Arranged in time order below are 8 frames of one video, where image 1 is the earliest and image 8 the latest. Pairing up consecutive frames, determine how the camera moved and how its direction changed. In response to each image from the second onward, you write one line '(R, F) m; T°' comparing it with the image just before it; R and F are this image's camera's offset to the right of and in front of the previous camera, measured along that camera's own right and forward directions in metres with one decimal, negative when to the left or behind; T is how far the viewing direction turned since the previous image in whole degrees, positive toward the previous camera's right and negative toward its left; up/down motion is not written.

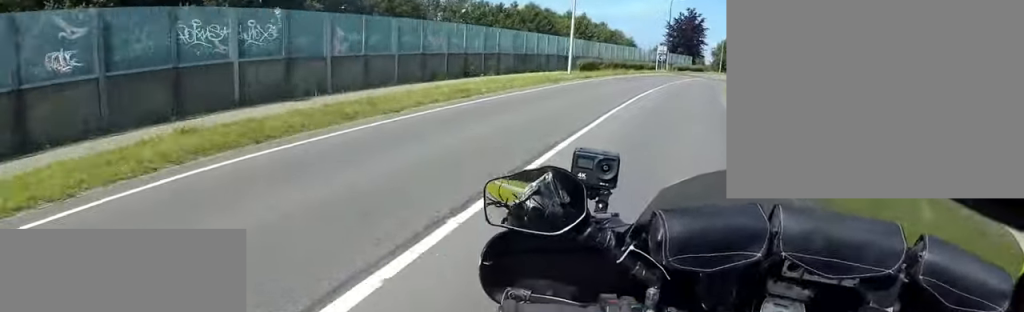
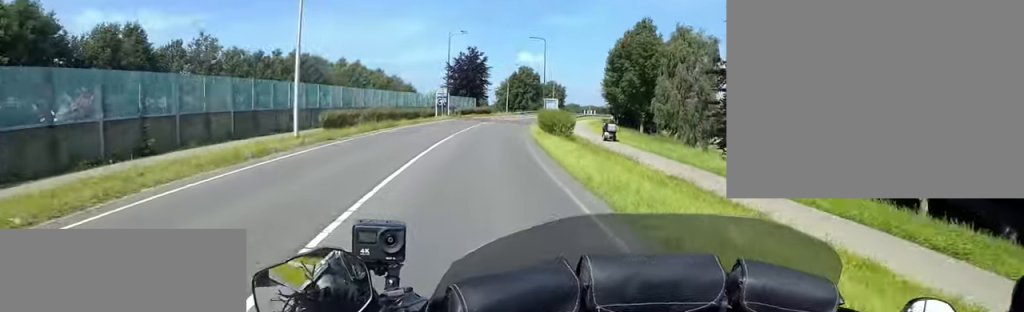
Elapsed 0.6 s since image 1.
(+0.2, +8.9) m; +1°
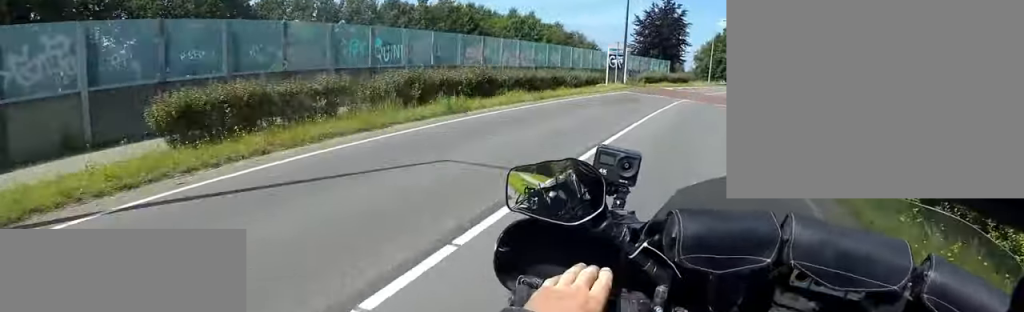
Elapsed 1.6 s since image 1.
(+0.1, +16.7) m; +7°
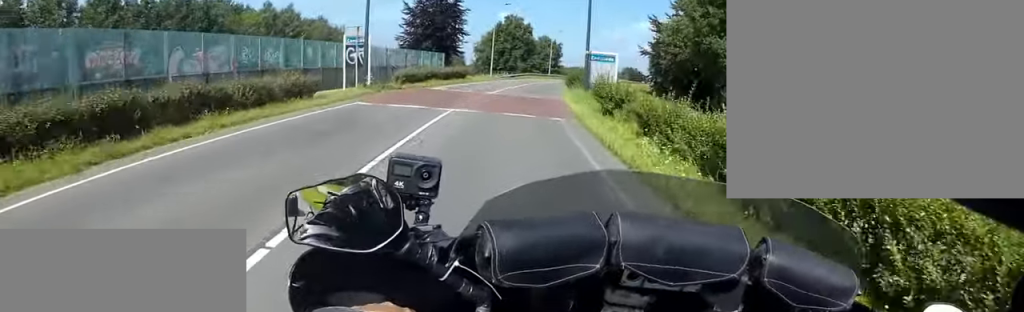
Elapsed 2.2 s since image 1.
(+1.2, +10.0) m; +3°
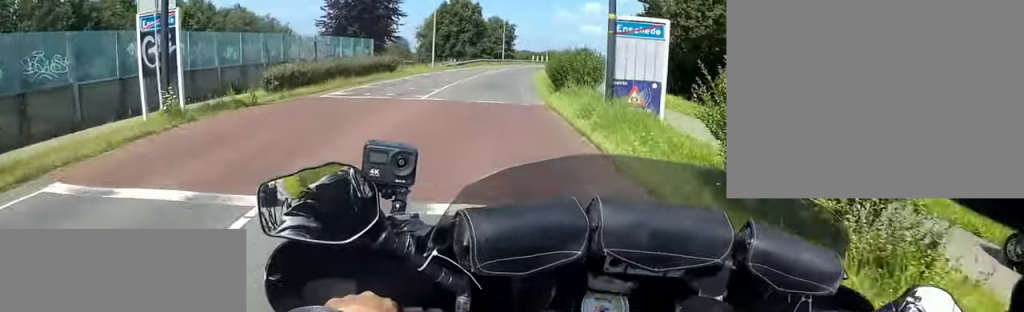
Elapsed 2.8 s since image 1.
(+0.4, +10.7) m; +3°
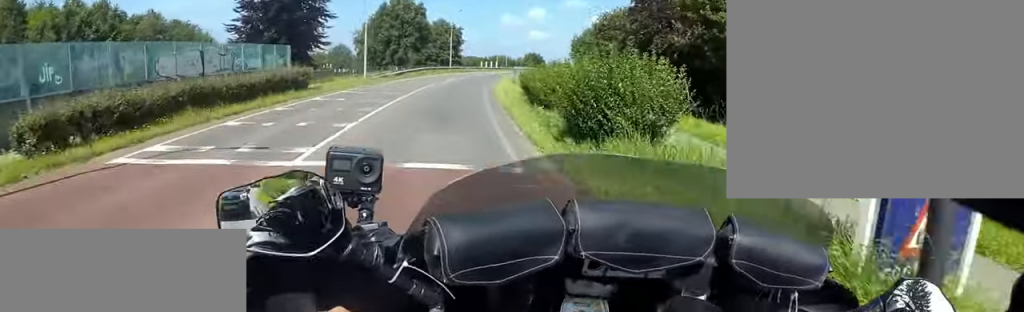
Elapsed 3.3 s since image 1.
(-0.3, +7.9) m; +1°
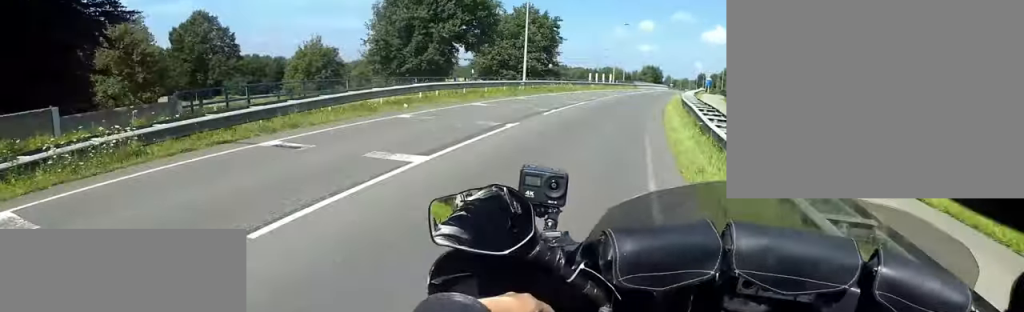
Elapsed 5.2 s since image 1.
(+2.9, +31.8) m; +7°
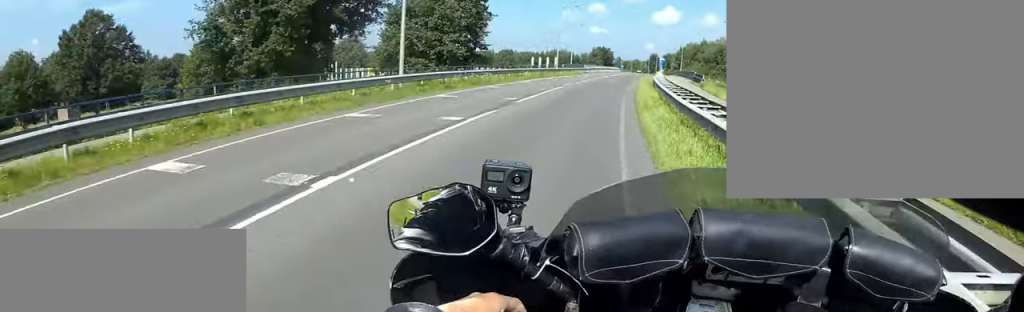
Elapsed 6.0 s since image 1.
(-0.1, +11.8) m; +3°
